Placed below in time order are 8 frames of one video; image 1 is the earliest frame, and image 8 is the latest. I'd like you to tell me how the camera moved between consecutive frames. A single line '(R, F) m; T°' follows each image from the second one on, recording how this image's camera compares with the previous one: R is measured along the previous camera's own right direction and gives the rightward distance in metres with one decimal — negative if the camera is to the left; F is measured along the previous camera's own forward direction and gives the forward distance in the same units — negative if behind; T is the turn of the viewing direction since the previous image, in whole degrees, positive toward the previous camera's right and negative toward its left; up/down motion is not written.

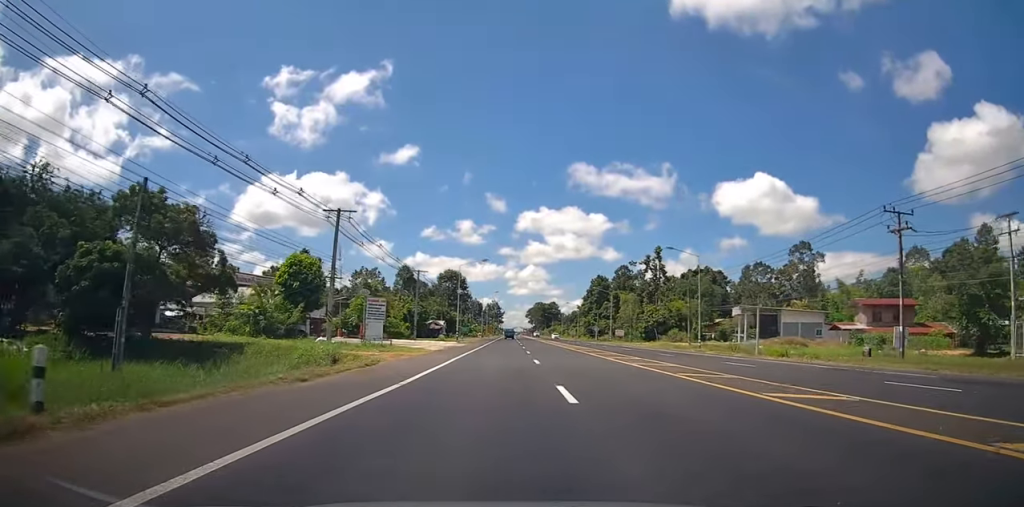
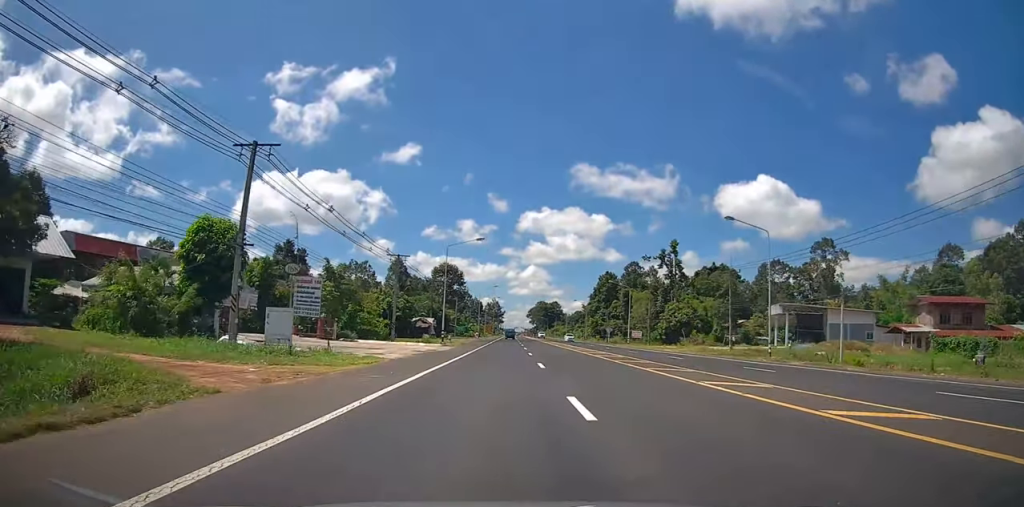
(+0.2, +14.3) m; 0°
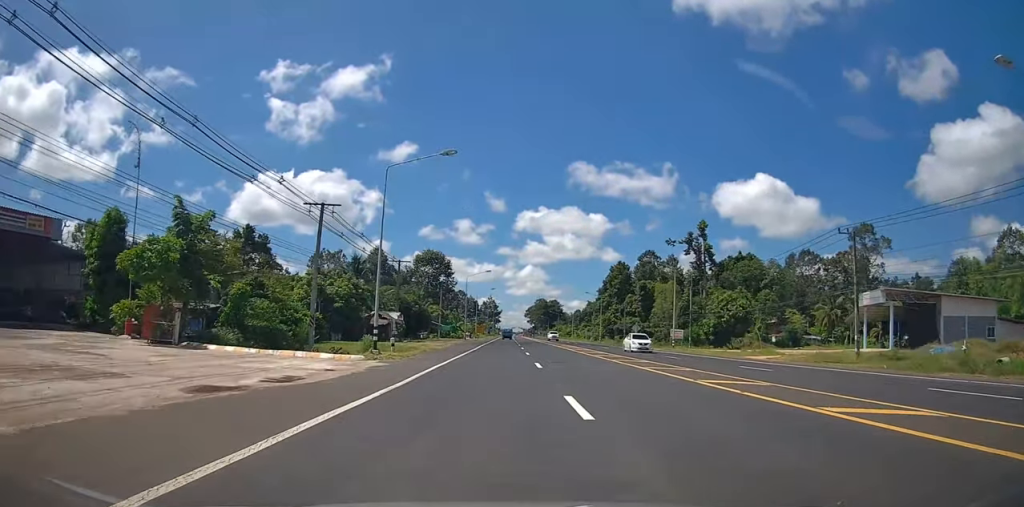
(-0.2, +24.0) m; 0°
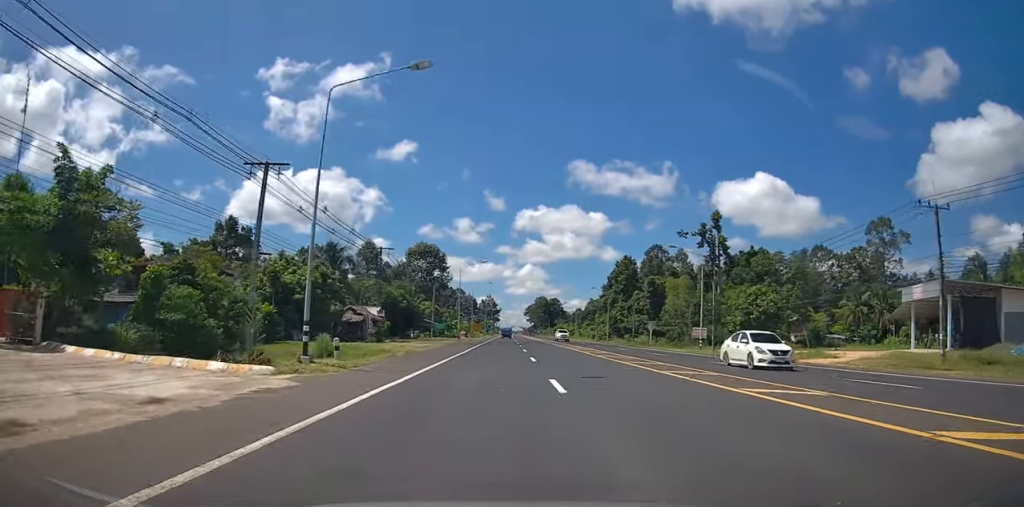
(+0.1, +8.8) m; 0°
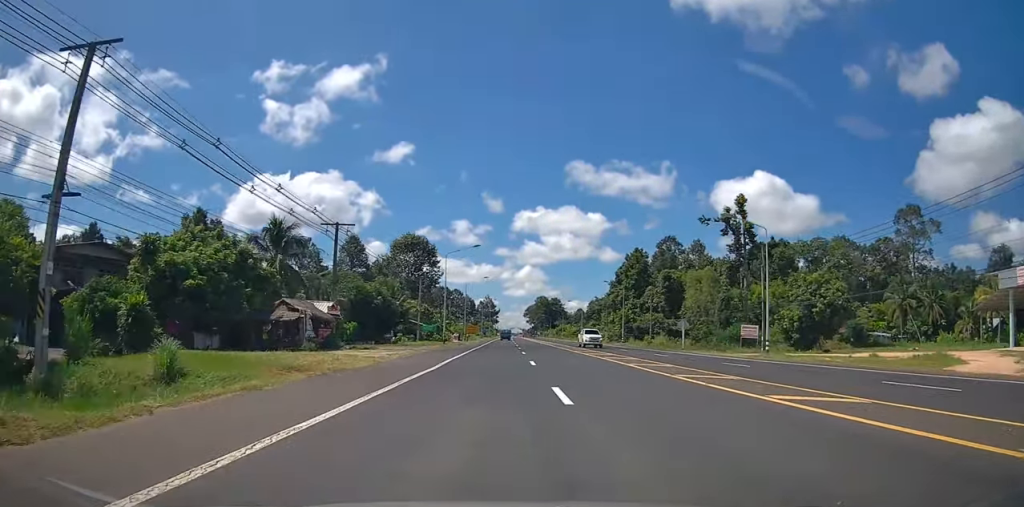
(0.0, +13.9) m; 0°
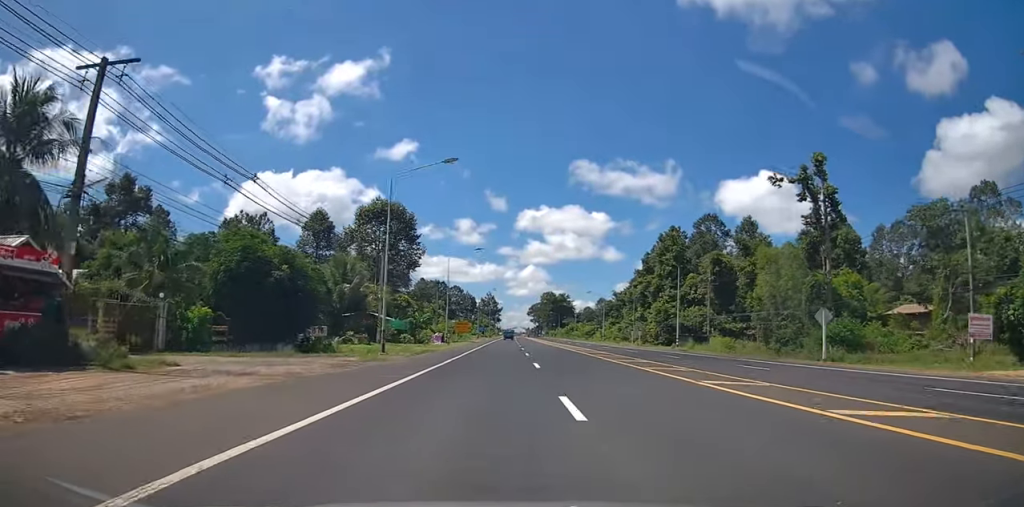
(0.0, +26.3) m; -1°
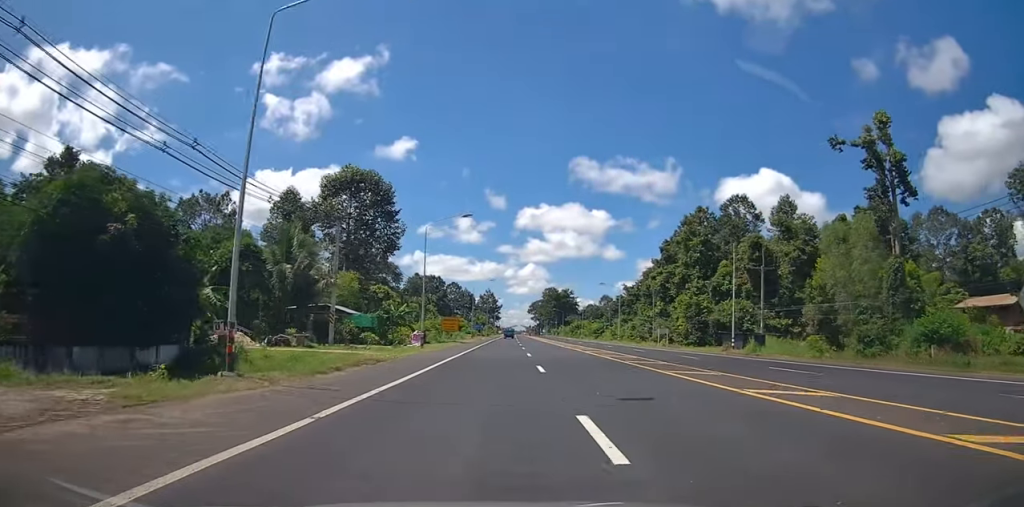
(-0.2, +14.8) m; 0°
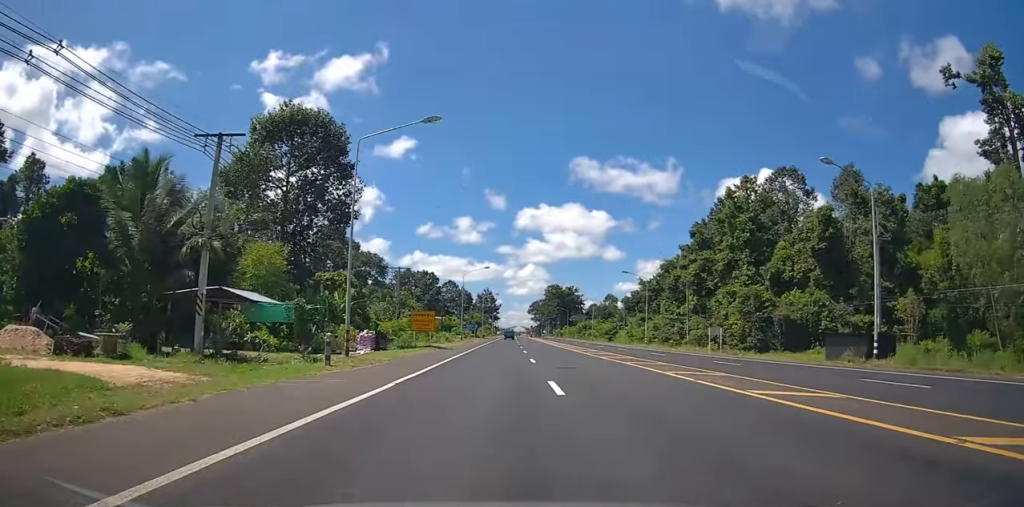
(+0.2, +18.2) m; +1°
